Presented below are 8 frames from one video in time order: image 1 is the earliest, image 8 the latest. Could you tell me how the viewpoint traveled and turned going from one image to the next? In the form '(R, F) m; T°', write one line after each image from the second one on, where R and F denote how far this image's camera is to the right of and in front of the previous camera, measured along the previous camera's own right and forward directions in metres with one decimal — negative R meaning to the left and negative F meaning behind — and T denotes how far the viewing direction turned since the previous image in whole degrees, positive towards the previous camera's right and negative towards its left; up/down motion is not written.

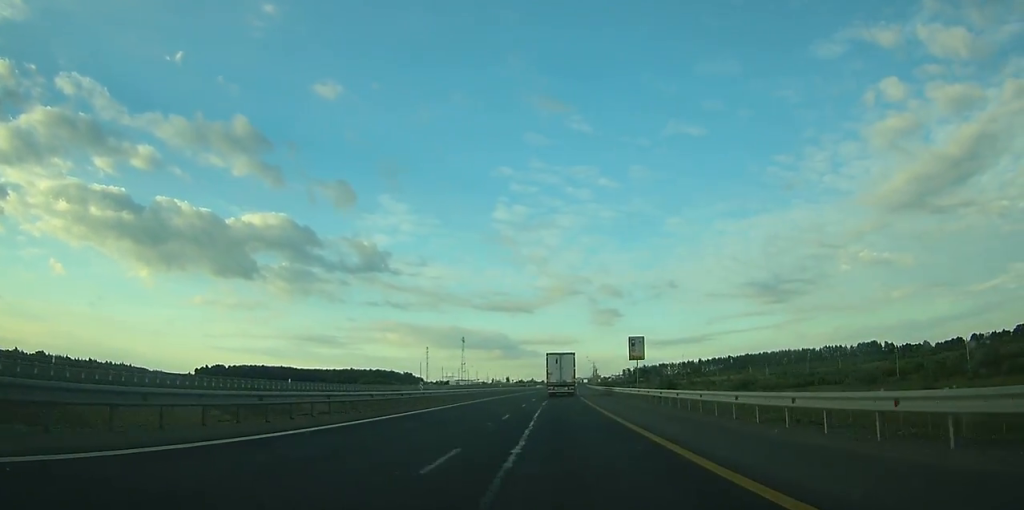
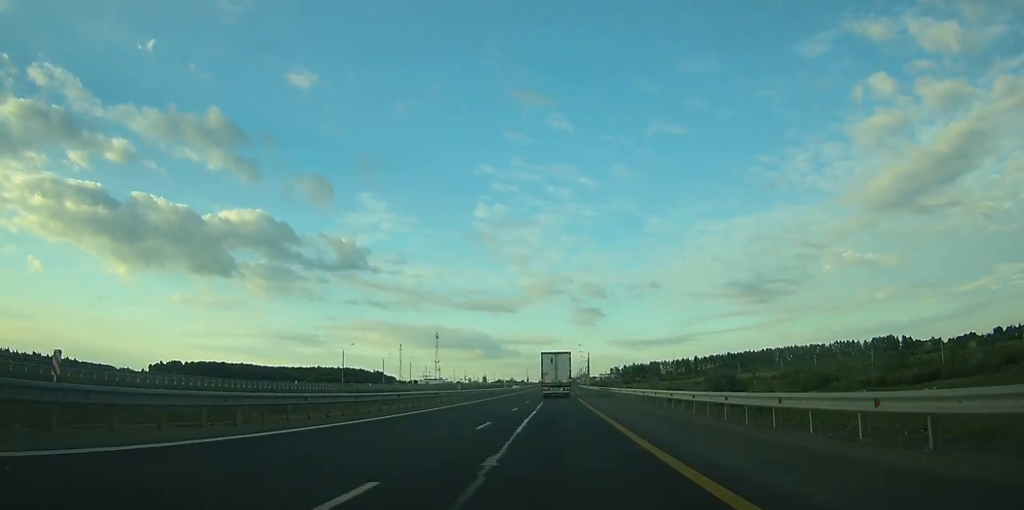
(+1.1, +61.5) m; +1°
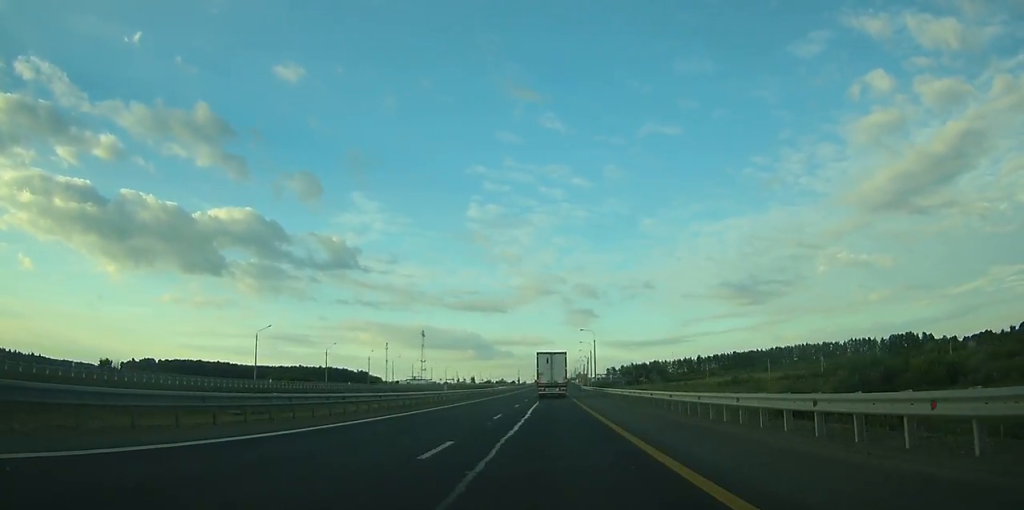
(+0.4, +42.6) m; +1°
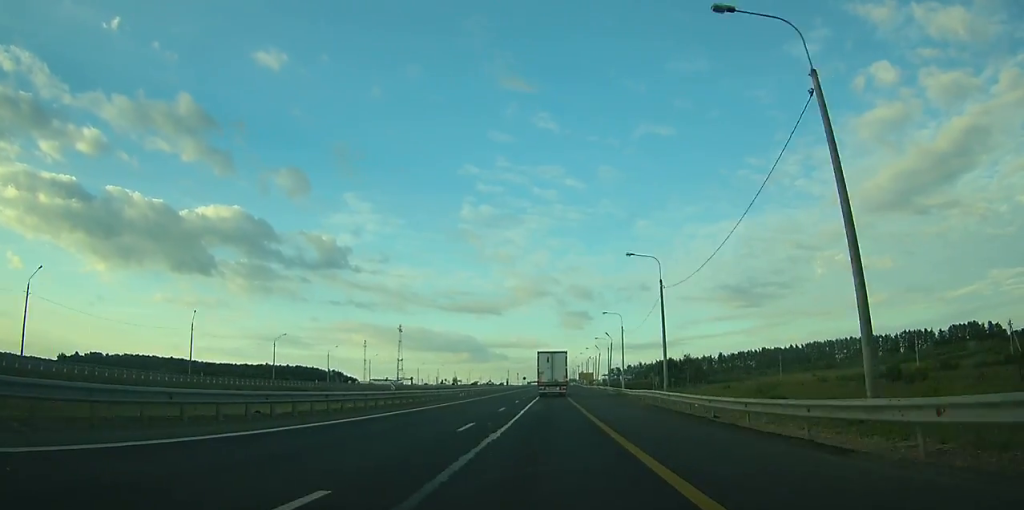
(+0.7, +86.6) m; +1°
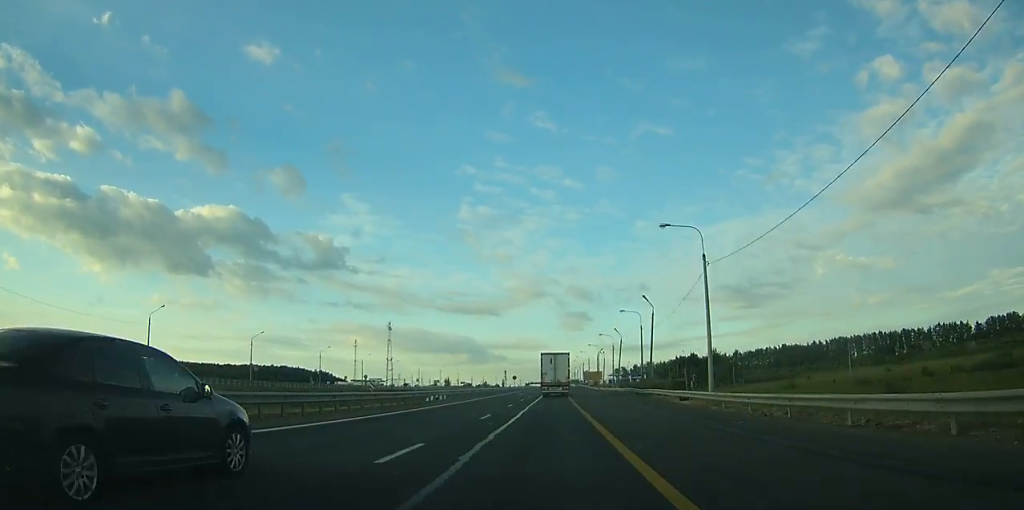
(0.0, +41.9) m; 0°
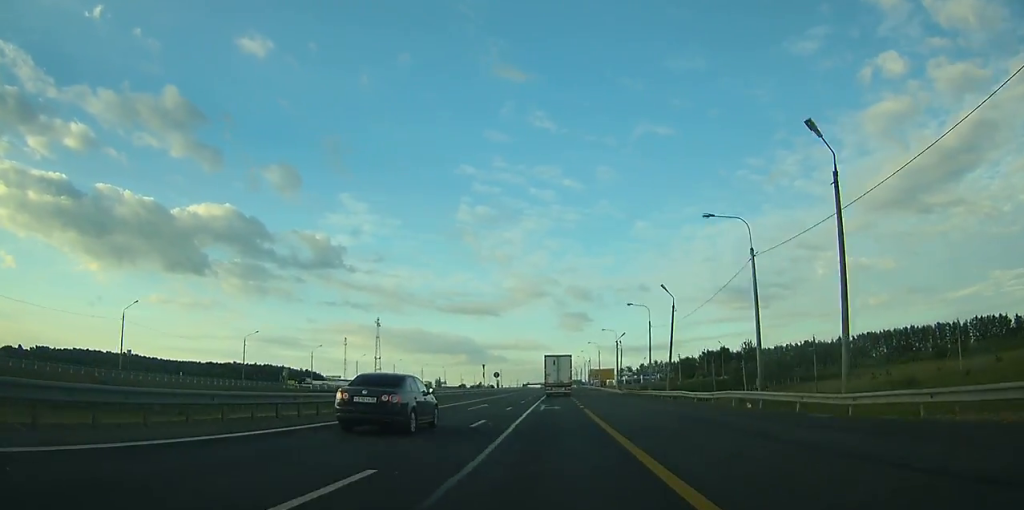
(+0.1, +37.4) m; +1°
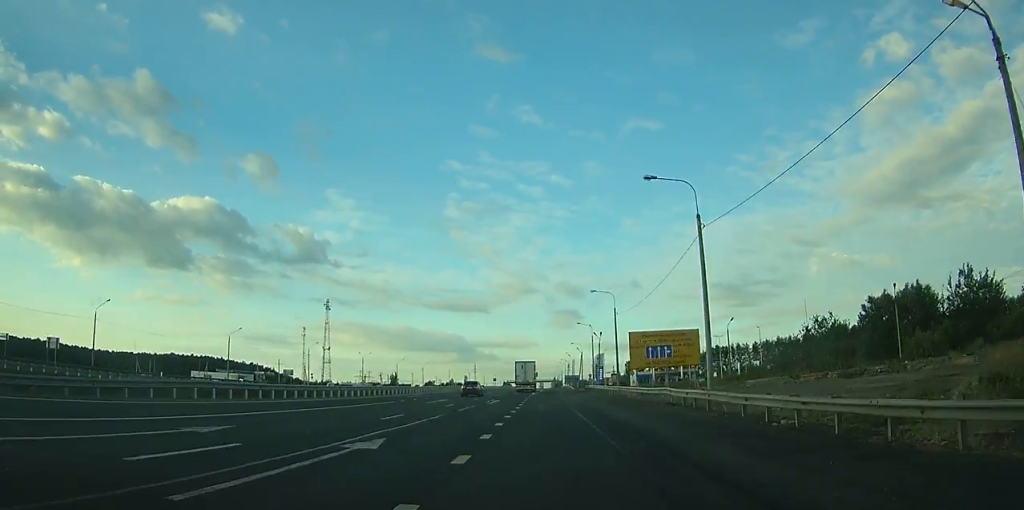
(+1.6, +101.0) m; +1°
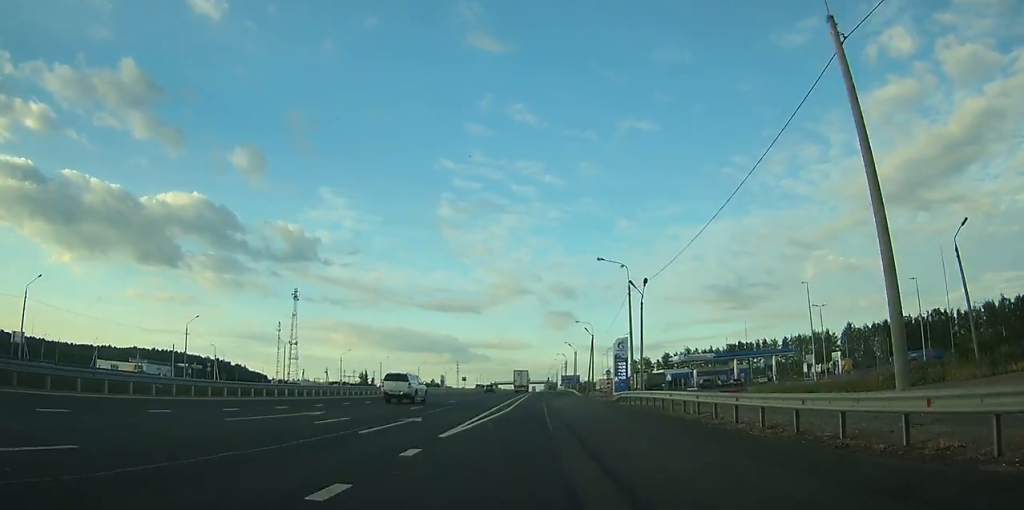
(-0.3, +49.0) m; 0°
